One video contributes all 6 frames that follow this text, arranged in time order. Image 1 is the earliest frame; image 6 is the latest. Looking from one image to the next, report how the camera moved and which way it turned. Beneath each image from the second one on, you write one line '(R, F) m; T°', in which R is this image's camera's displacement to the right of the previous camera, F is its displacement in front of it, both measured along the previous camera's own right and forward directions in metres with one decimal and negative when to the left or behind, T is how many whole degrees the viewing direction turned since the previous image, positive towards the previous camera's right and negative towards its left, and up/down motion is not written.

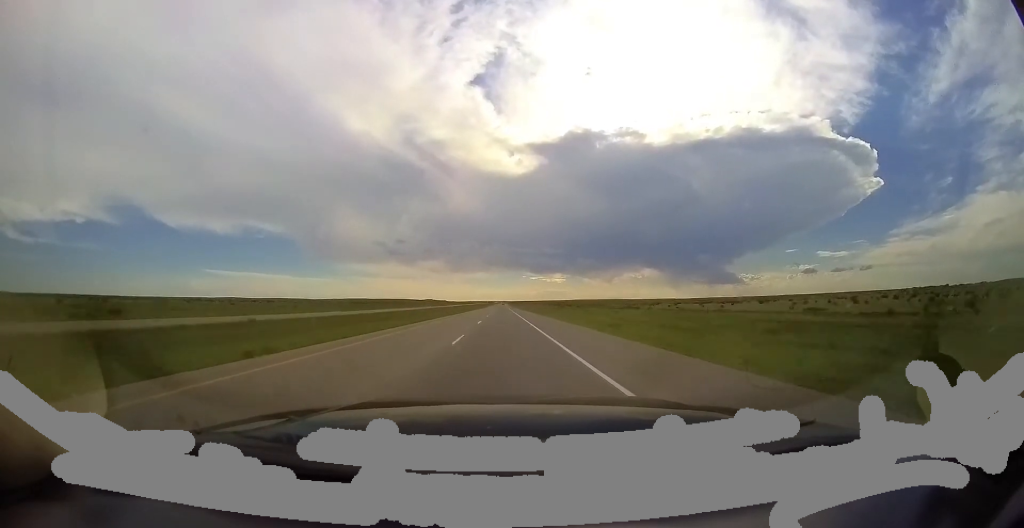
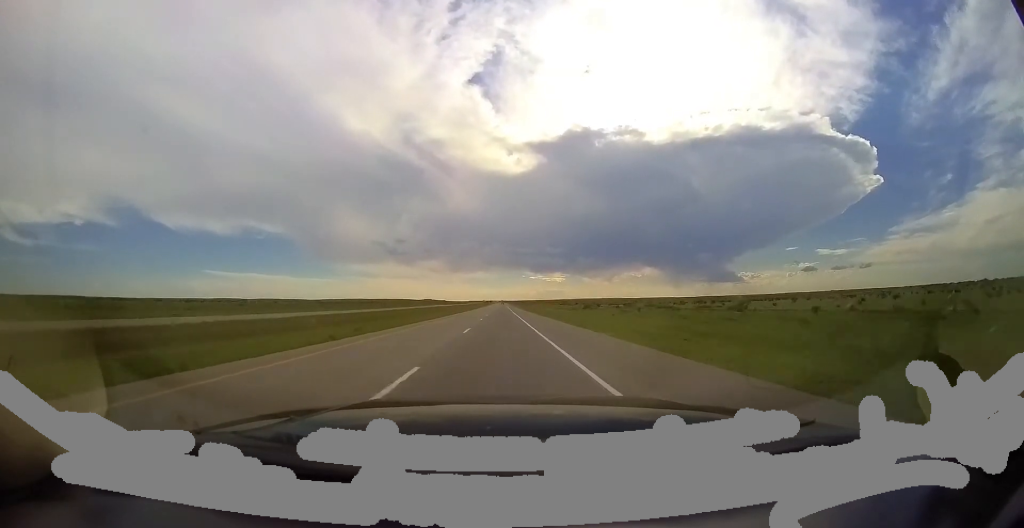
(+0.3, +56.0) m; 0°
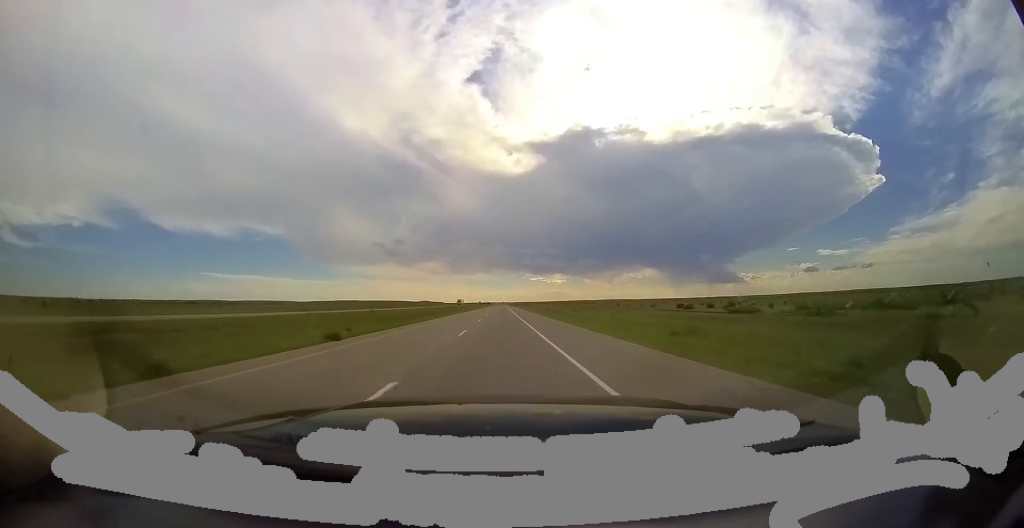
(-0.8, +170.9) m; 0°
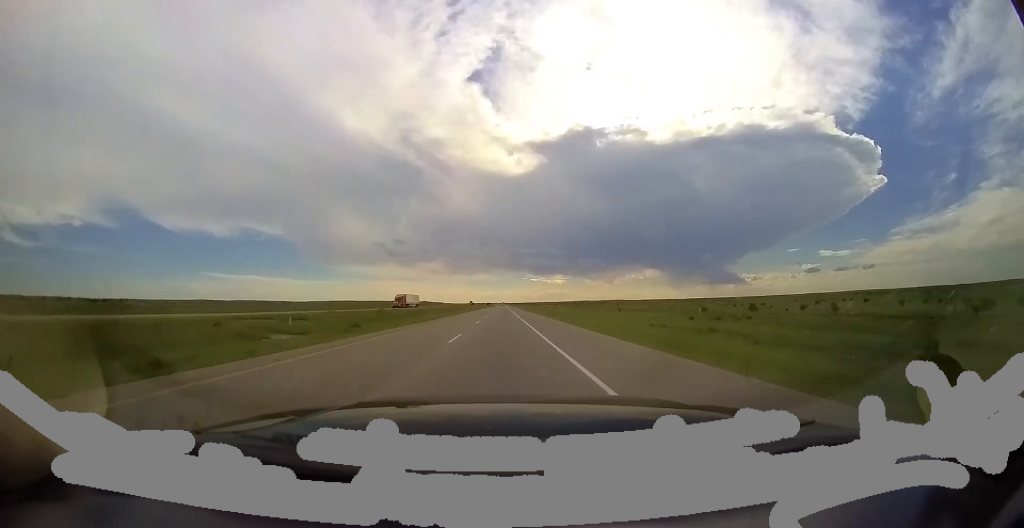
(-0.1, +75.8) m; -1°
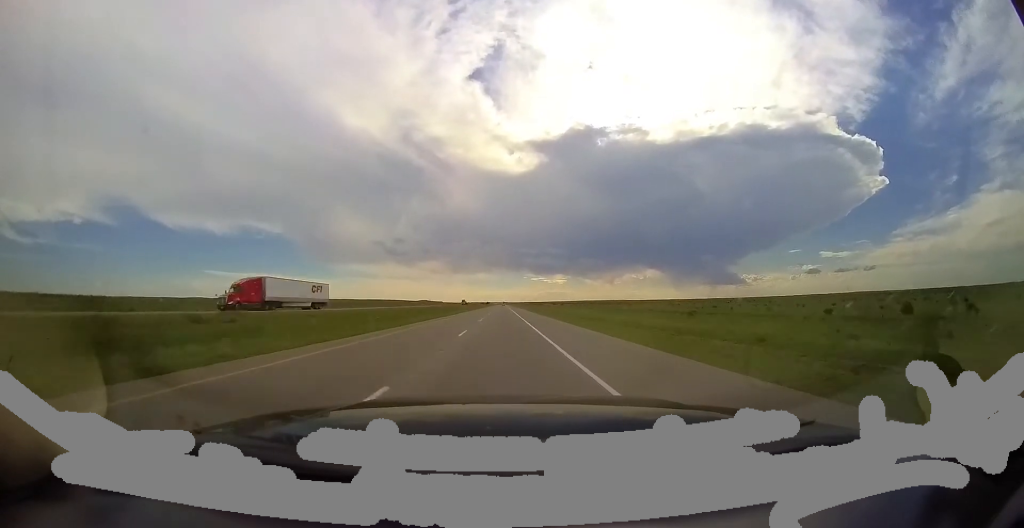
(0.0, +34.2) m; 0°
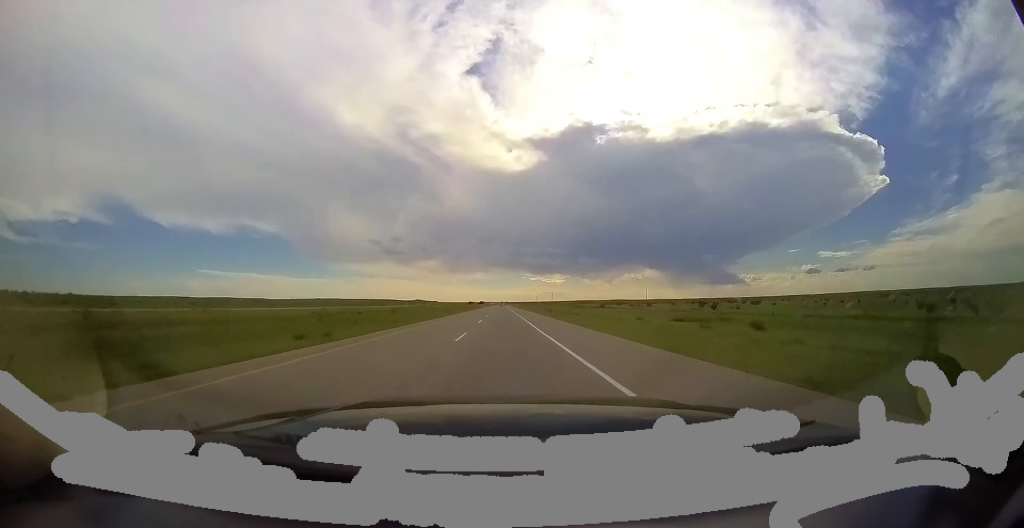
(+1.7, +208.5) m; +1°
